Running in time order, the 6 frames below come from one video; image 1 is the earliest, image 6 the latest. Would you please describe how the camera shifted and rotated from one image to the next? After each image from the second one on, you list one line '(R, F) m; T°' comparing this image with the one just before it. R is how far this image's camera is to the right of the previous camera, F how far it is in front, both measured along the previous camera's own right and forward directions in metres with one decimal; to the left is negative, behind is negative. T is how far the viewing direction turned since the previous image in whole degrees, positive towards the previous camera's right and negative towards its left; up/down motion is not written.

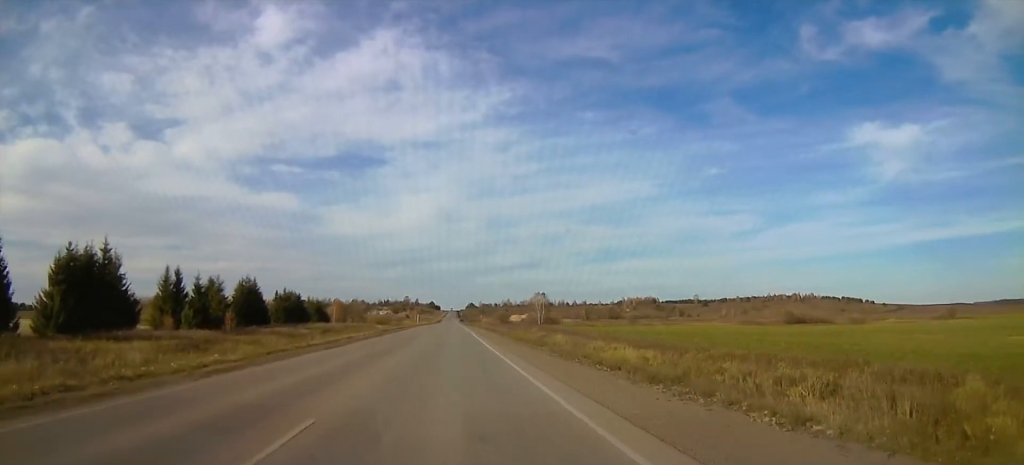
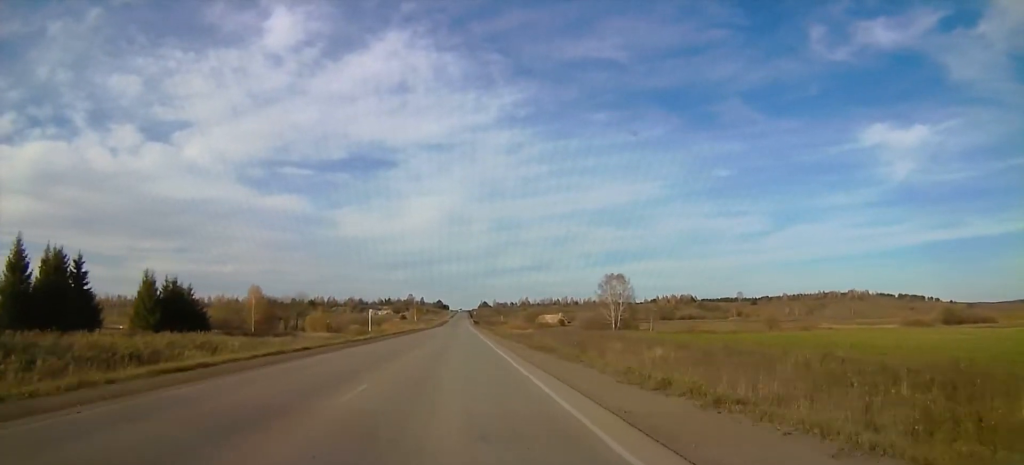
(0.0, +120.3) m; 0°
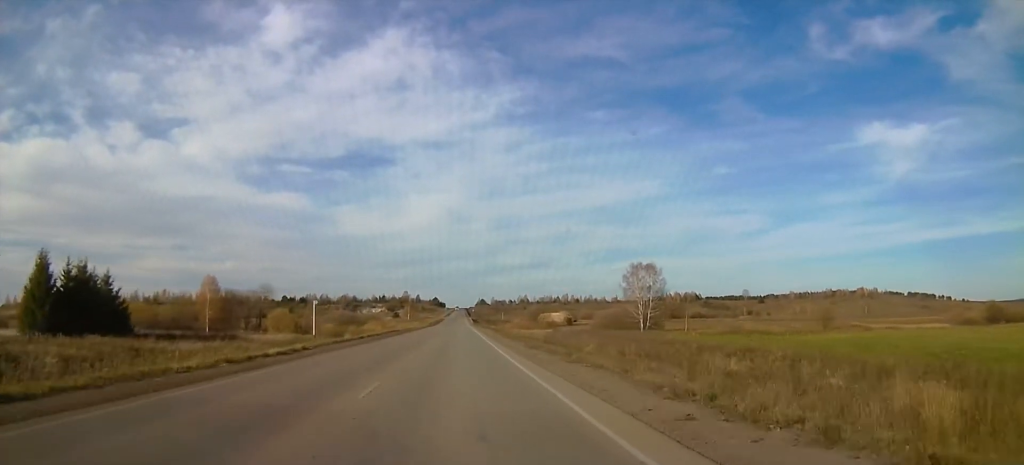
(0.0, +24.8) m; 0°
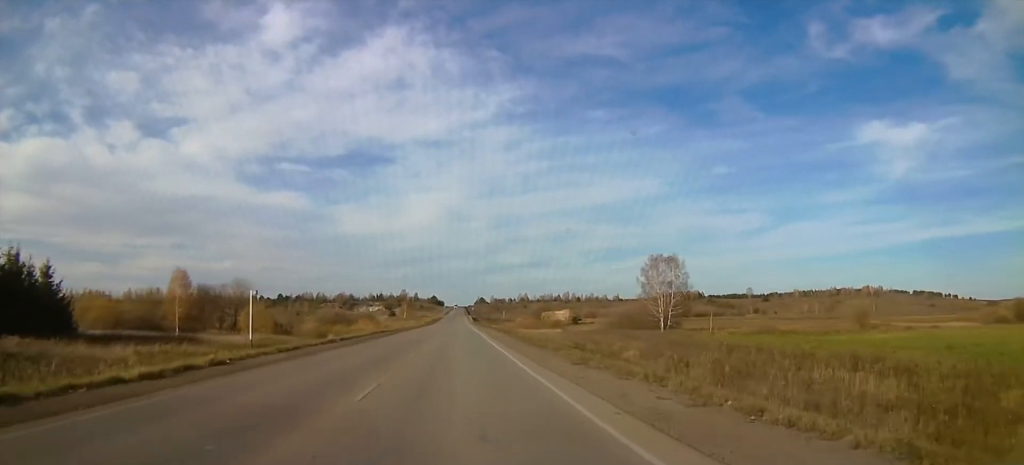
(0.0, +12.2) m; 0°
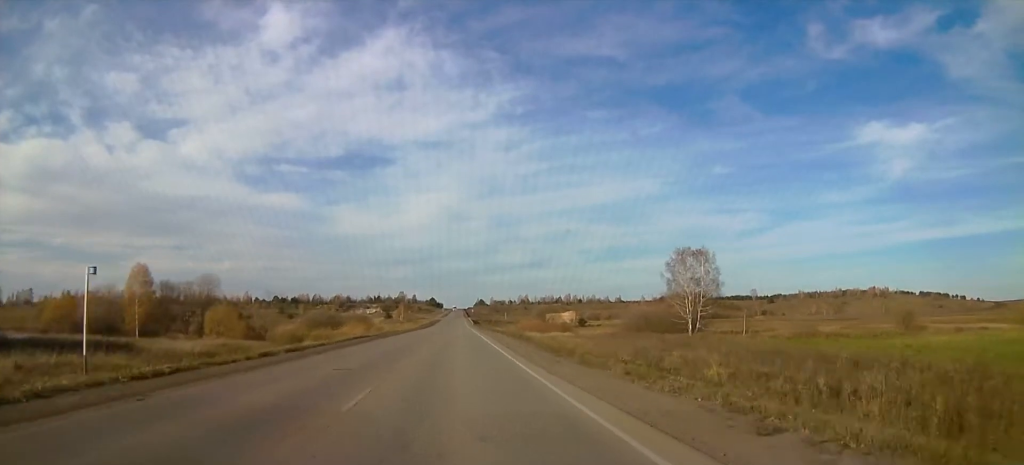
(0.0, +13.0) m; 0°
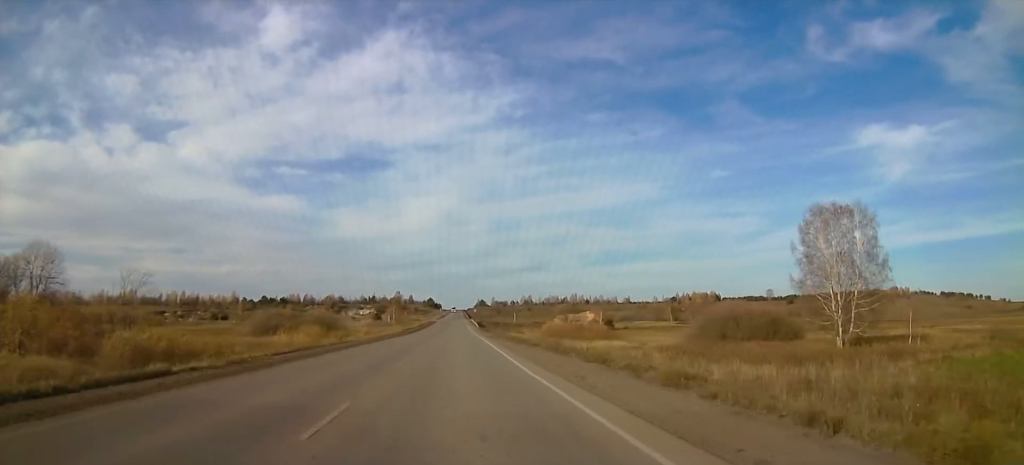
(0.0, +41.6) m; 0°
